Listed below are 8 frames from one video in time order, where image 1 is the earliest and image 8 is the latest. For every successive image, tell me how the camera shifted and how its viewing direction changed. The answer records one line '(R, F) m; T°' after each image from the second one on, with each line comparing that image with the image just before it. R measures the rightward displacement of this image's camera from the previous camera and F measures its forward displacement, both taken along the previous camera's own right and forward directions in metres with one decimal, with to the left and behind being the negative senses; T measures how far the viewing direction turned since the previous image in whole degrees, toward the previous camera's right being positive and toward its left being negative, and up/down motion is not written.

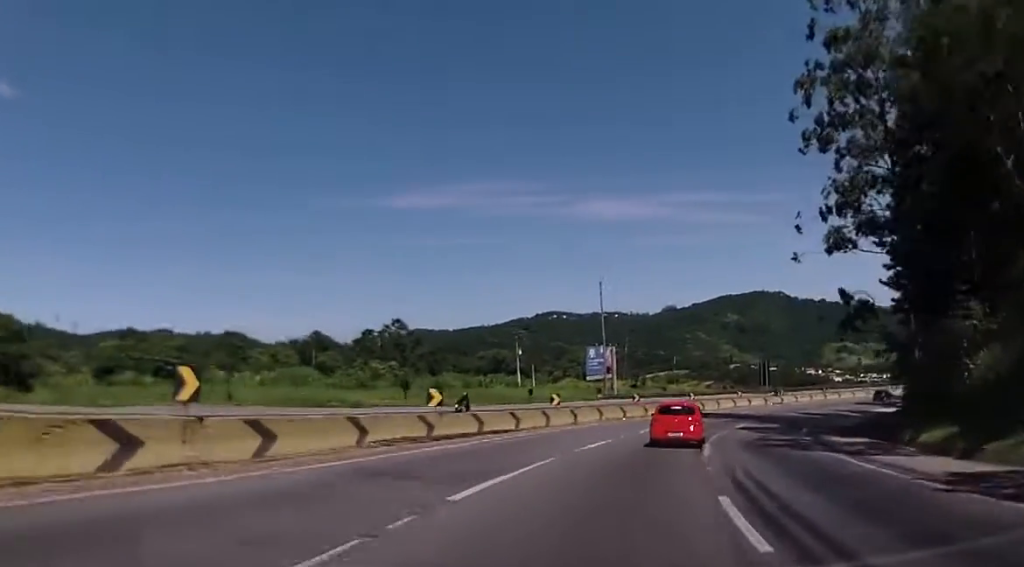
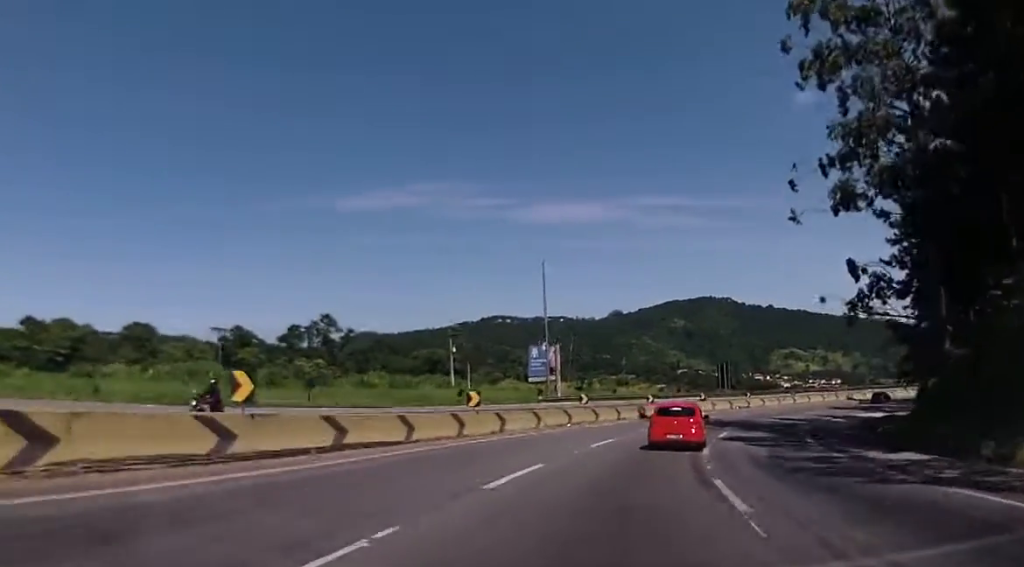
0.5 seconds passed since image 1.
(+0.4, +10.4) m; +3°
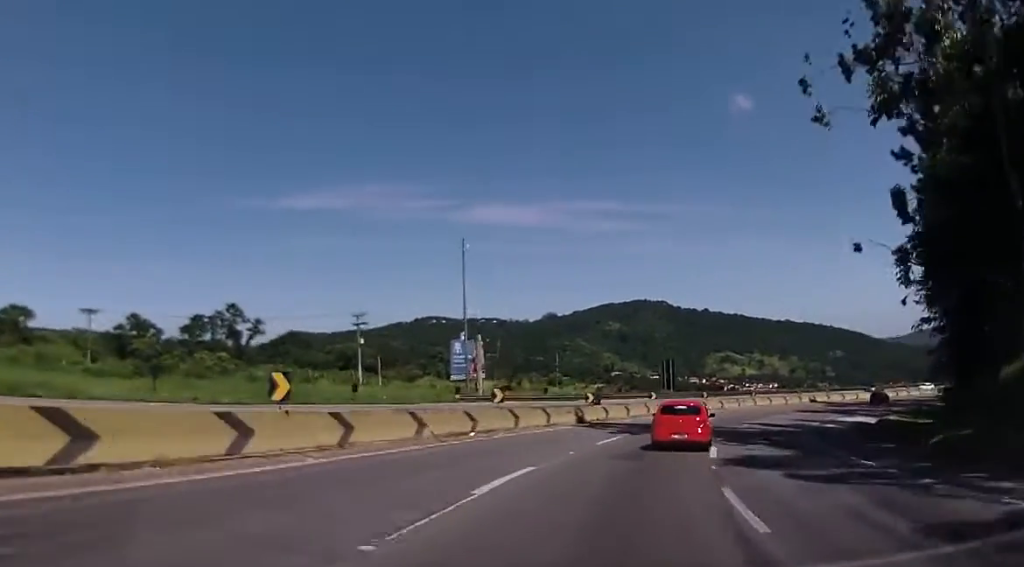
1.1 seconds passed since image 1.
(+0.3, +12.5) m; +4°
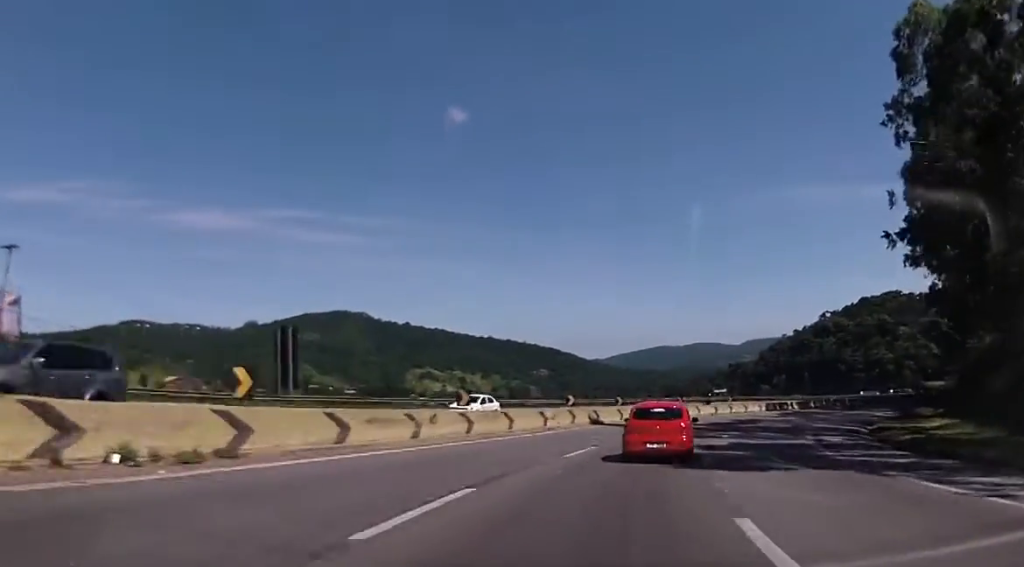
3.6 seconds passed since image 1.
(+10.5, +51.4) m; +23°
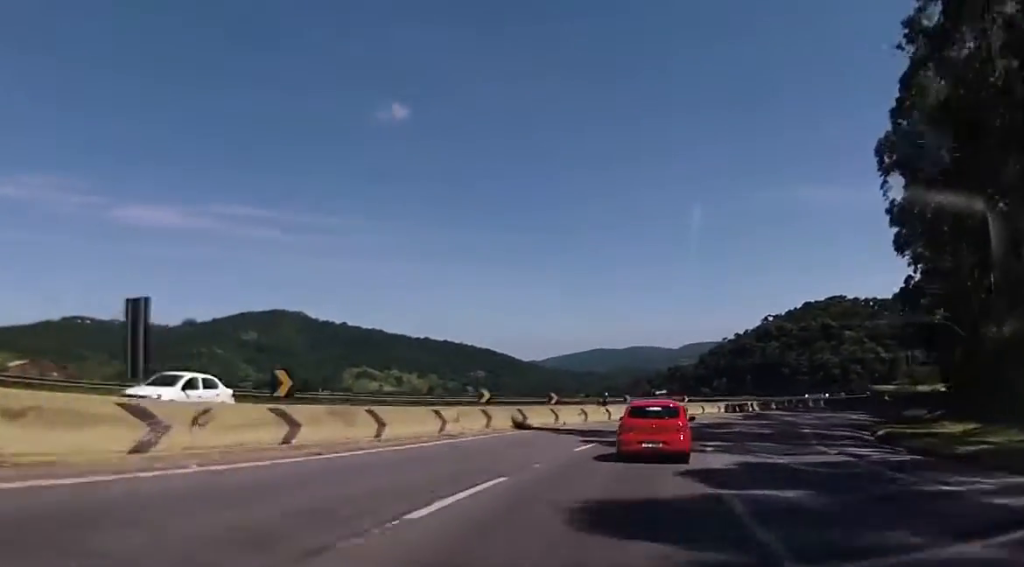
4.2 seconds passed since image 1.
(+0.5, +11.1) m; +5°
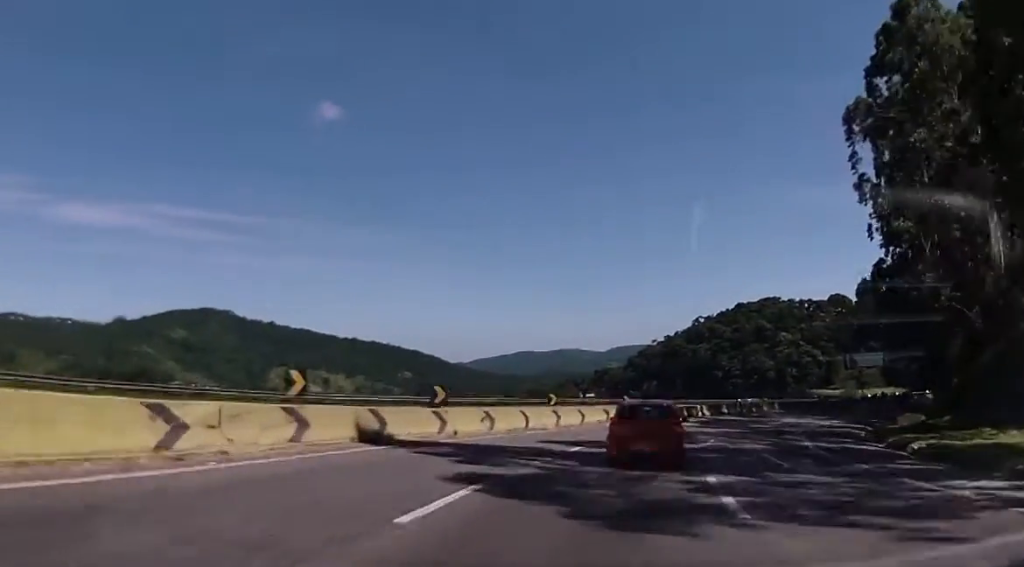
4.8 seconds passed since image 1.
(+0.5, +12.6) m; +6°
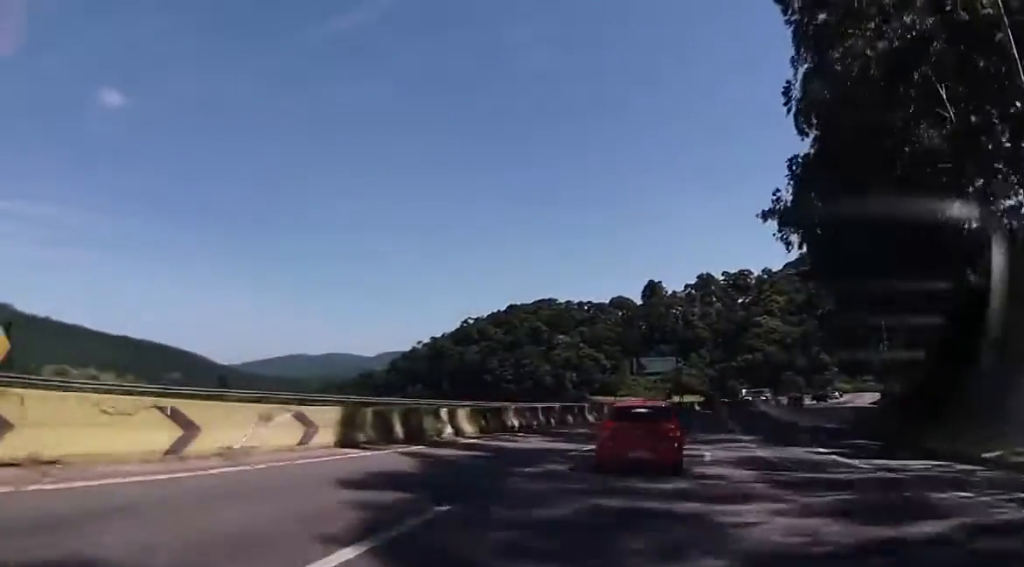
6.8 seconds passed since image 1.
(+7.0, +42.4) m; +18°
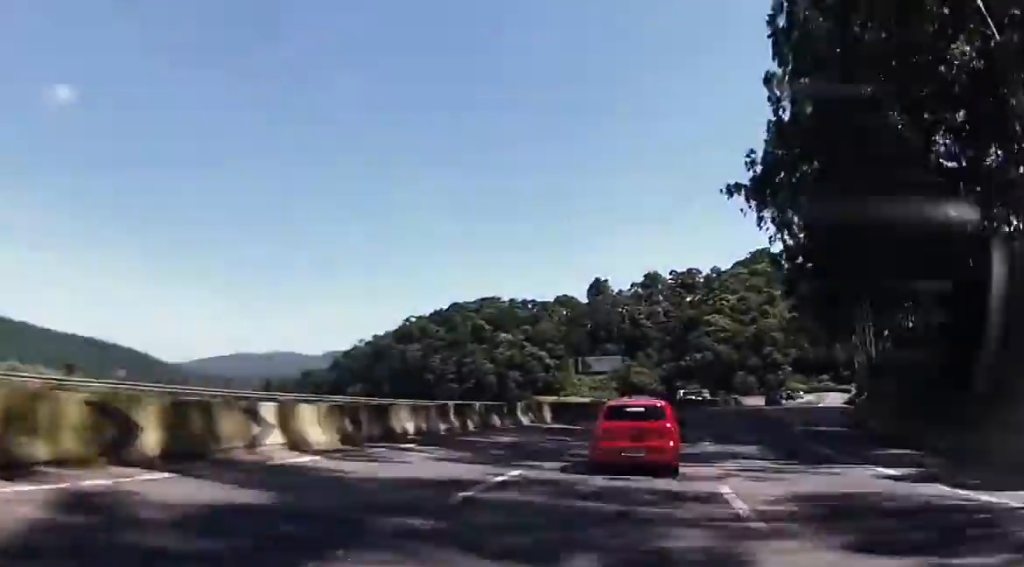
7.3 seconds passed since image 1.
(+0.5, +9.9) m; +4°
